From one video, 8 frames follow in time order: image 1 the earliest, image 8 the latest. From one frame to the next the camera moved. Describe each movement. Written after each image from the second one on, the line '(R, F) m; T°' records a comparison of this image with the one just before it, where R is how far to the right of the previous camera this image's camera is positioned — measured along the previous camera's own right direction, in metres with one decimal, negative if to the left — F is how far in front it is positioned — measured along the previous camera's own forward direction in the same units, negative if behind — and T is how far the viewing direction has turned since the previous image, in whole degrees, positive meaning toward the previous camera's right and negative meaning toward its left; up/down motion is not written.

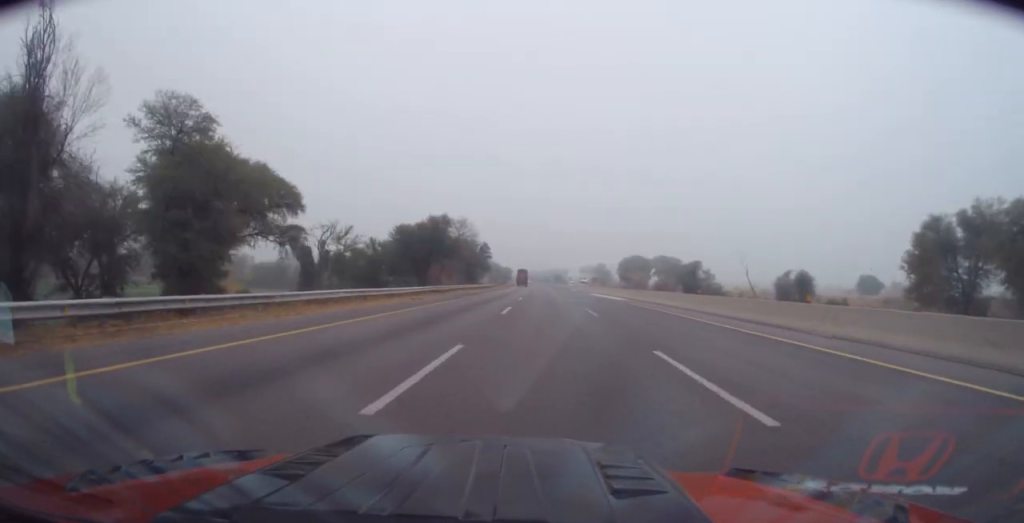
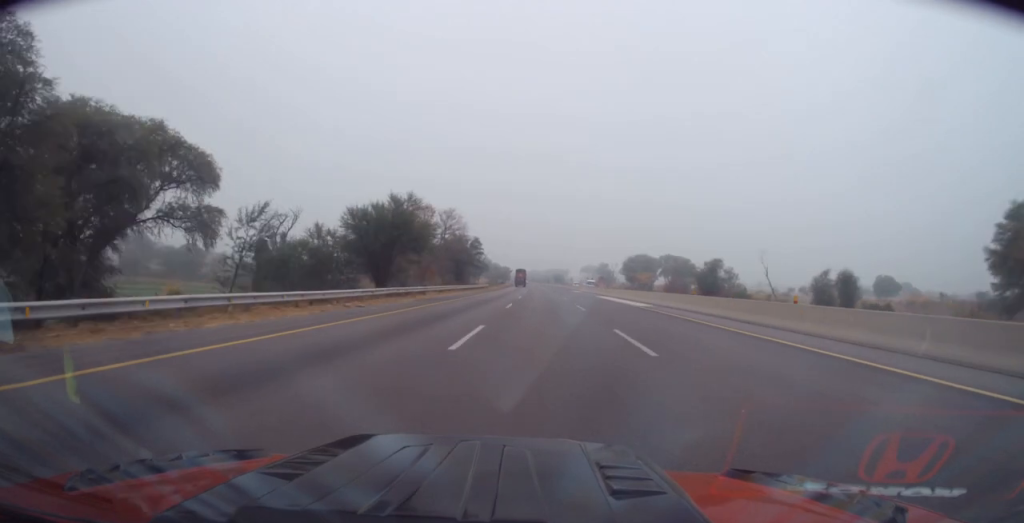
(0.0, +12.4) m; 0°
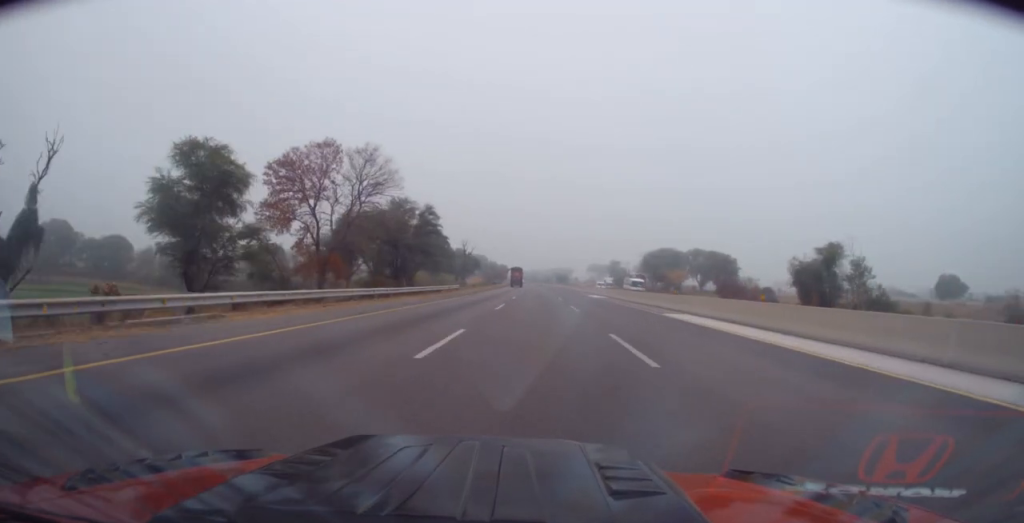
(0.0, +37.2) m; -1°
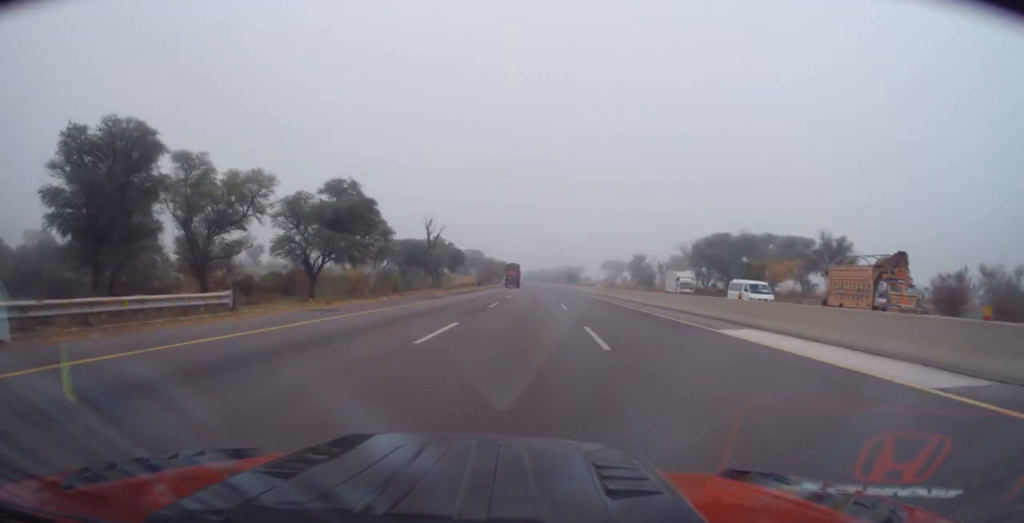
(-0.9, +51.3) m; -1°
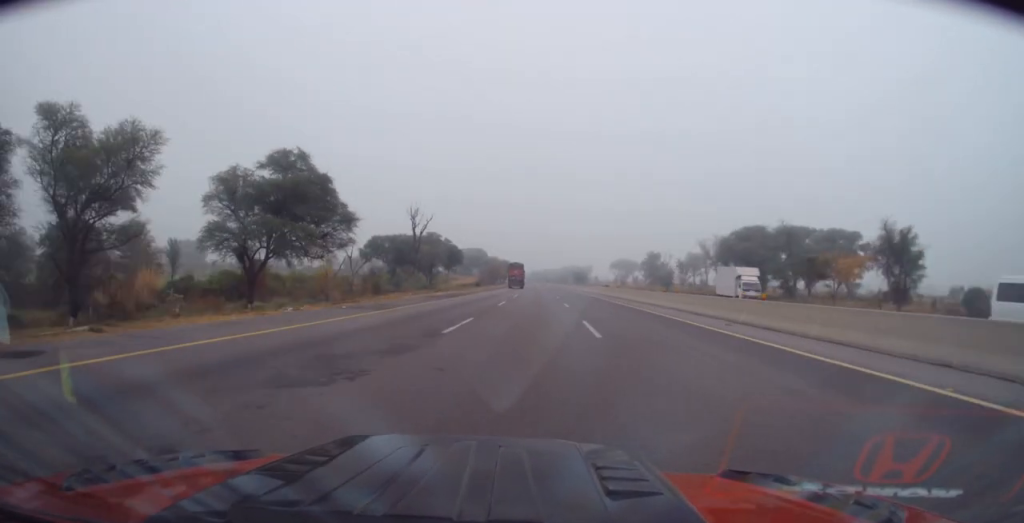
(0.0, +15.0) m; 0°
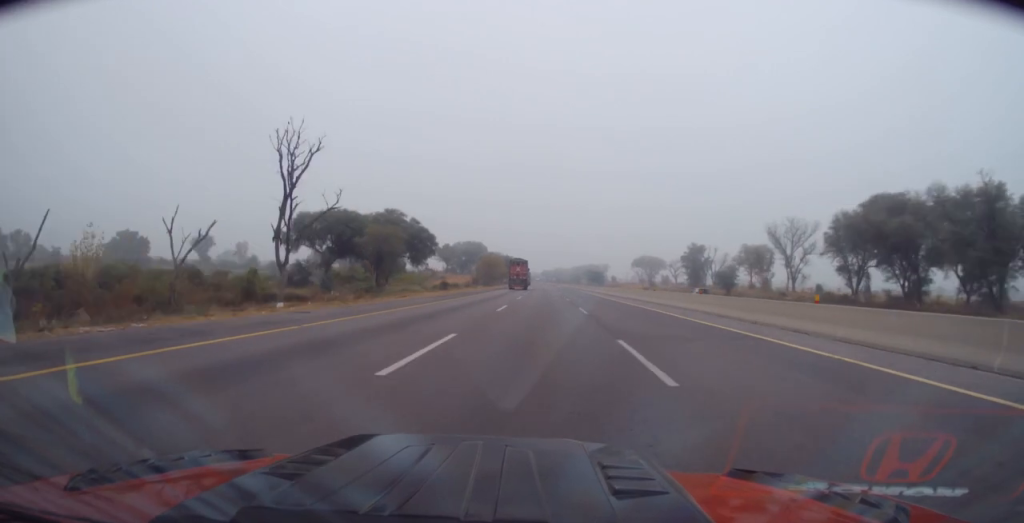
(-0.5, +42.6) m; -1°
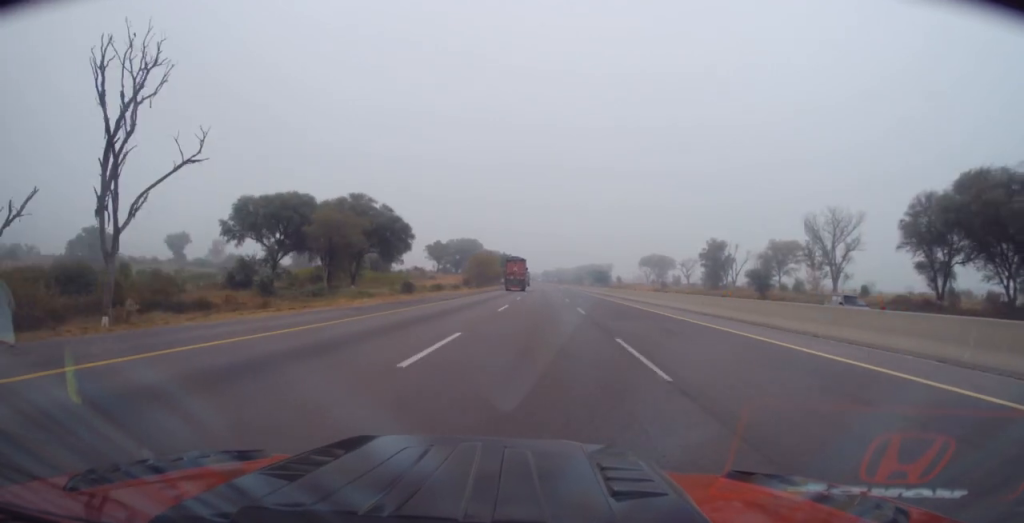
(+0.2, +16.8) m; 0°
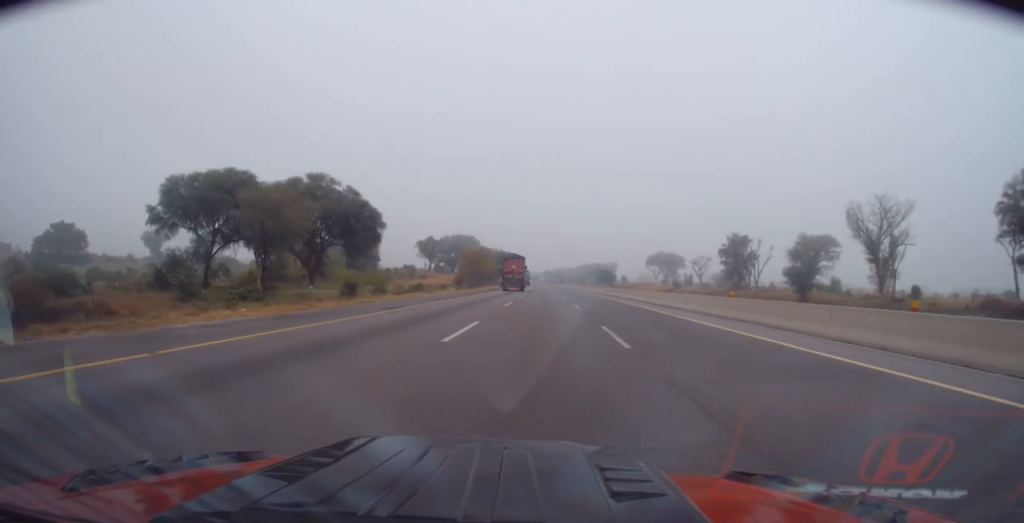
(+0.1, +14.2) m; 0°
